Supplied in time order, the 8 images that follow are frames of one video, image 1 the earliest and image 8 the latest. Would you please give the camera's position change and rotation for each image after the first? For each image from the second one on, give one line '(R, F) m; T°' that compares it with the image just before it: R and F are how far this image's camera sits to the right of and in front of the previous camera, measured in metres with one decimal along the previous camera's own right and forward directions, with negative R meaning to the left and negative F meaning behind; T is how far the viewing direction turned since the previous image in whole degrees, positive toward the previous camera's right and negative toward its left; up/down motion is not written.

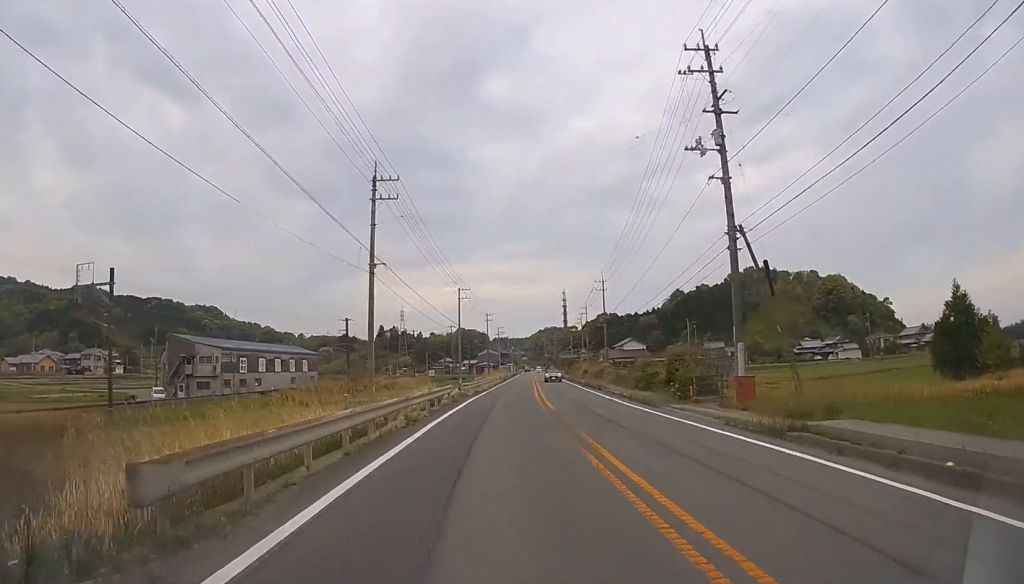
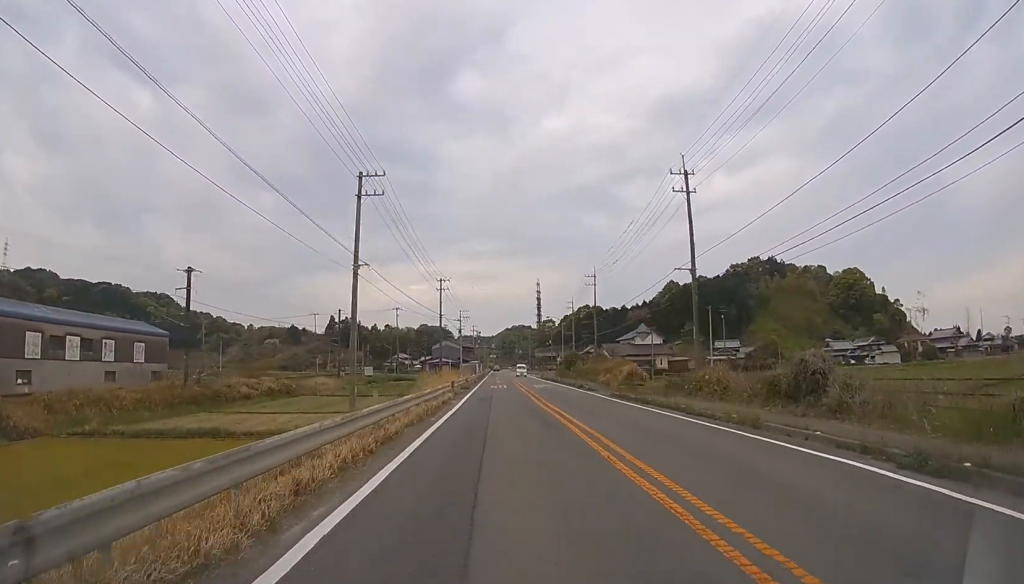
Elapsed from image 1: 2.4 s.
(+1.0, +35.5) m; +3°
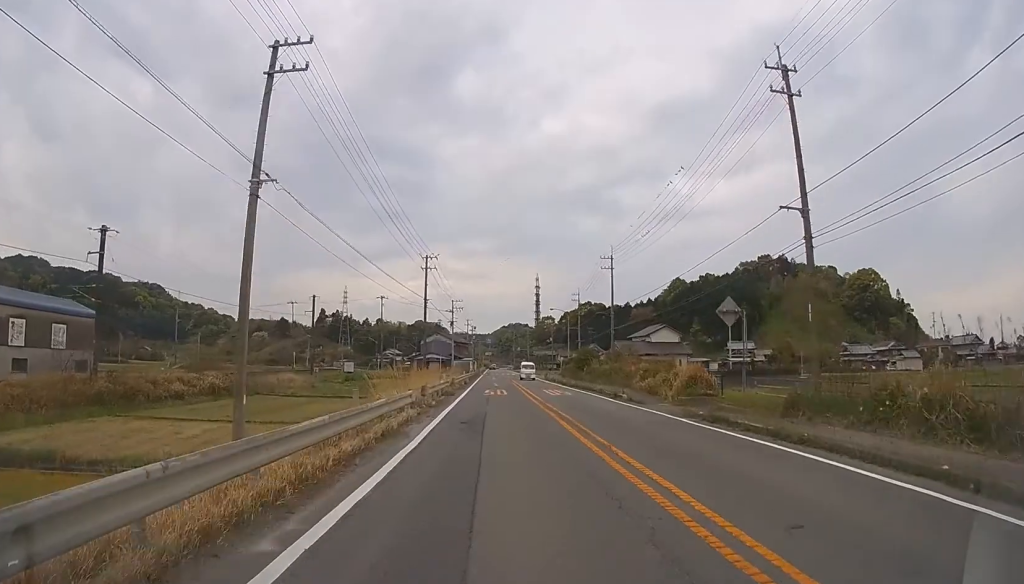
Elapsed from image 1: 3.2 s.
(+0.1, +9.6) m; +1°
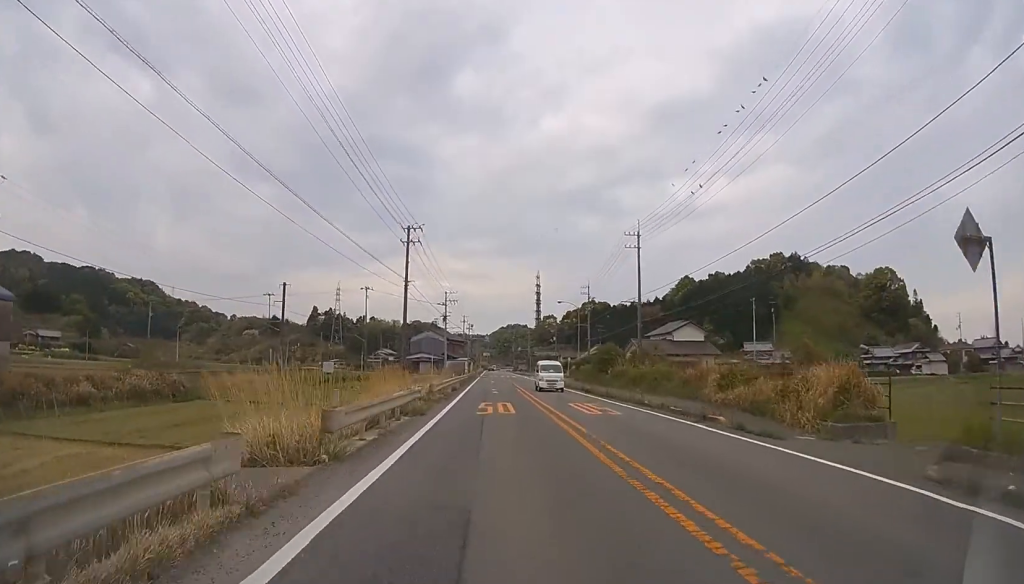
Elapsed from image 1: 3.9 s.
(0.0, +8.5) m; 0°
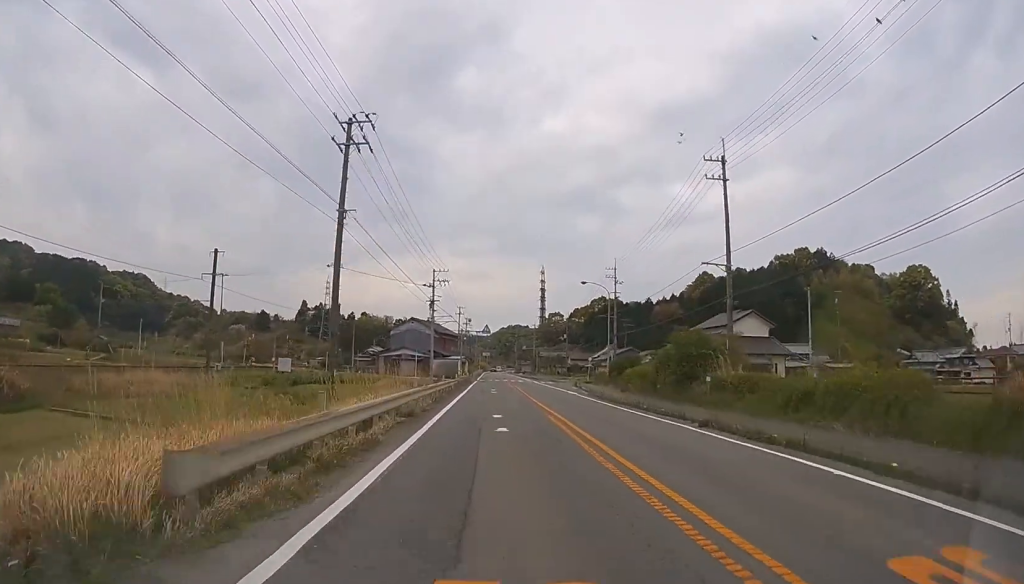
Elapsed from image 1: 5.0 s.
(0.0, +14.5) m; 0°
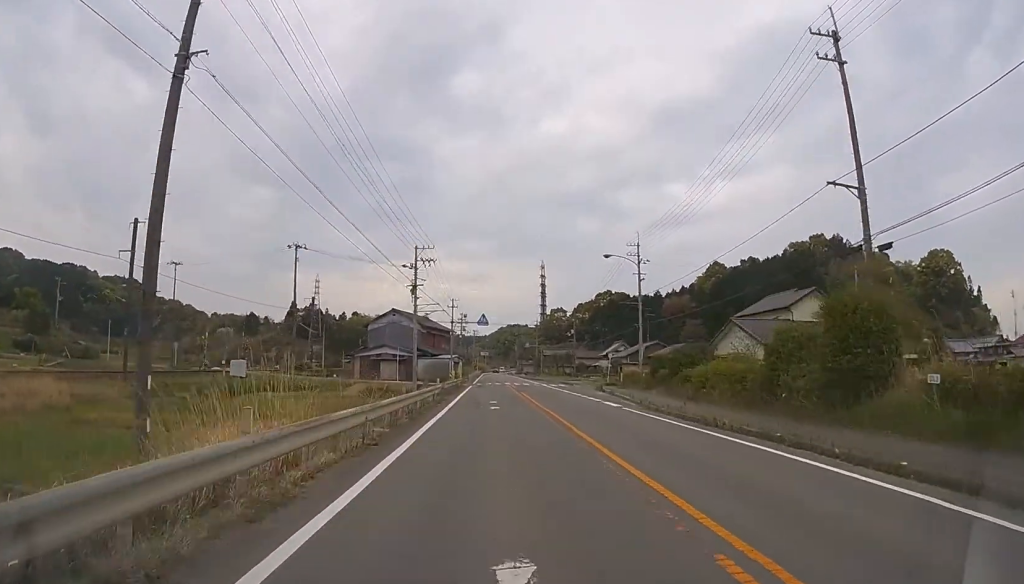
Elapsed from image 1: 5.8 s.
(0.0, +11.2) m; 0°
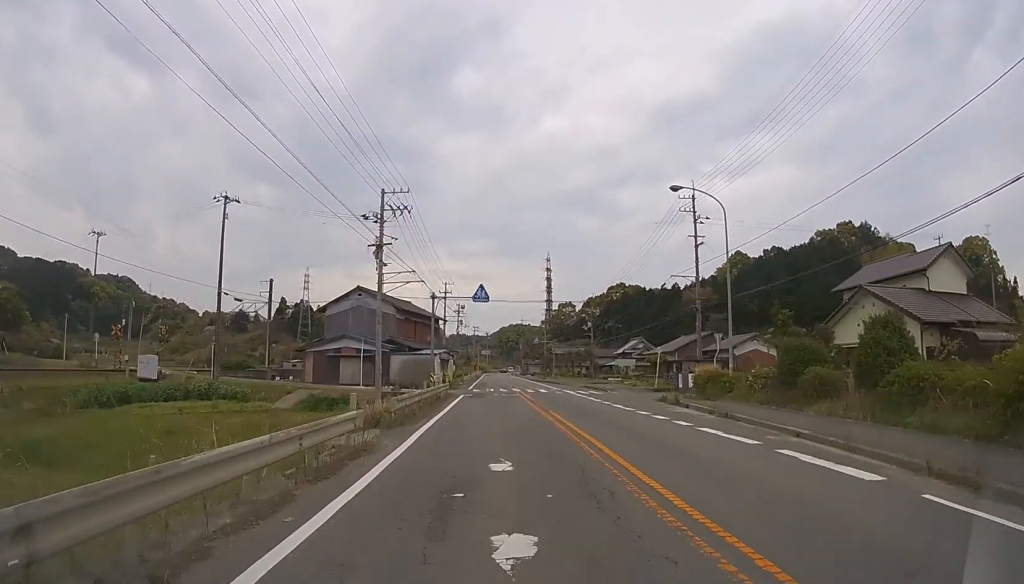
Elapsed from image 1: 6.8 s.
(0.0, +16.4) m; 0°
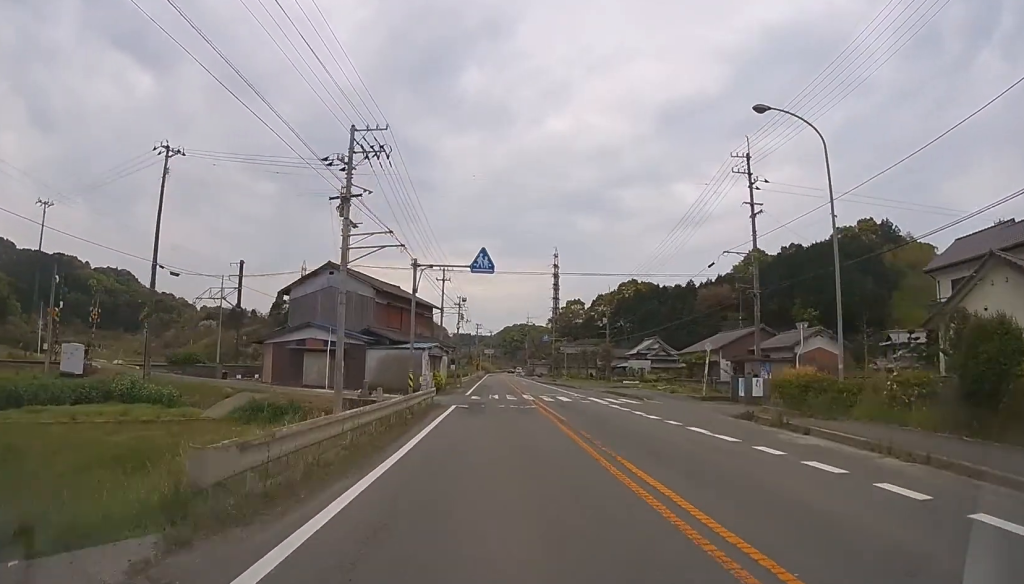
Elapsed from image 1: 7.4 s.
(0.0, +9.9) m; 0°
